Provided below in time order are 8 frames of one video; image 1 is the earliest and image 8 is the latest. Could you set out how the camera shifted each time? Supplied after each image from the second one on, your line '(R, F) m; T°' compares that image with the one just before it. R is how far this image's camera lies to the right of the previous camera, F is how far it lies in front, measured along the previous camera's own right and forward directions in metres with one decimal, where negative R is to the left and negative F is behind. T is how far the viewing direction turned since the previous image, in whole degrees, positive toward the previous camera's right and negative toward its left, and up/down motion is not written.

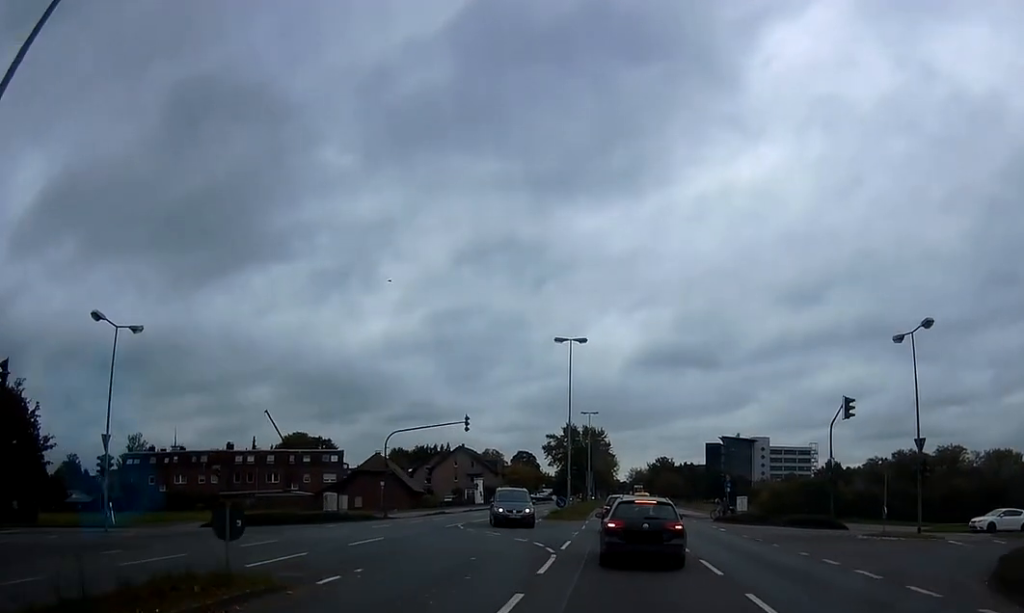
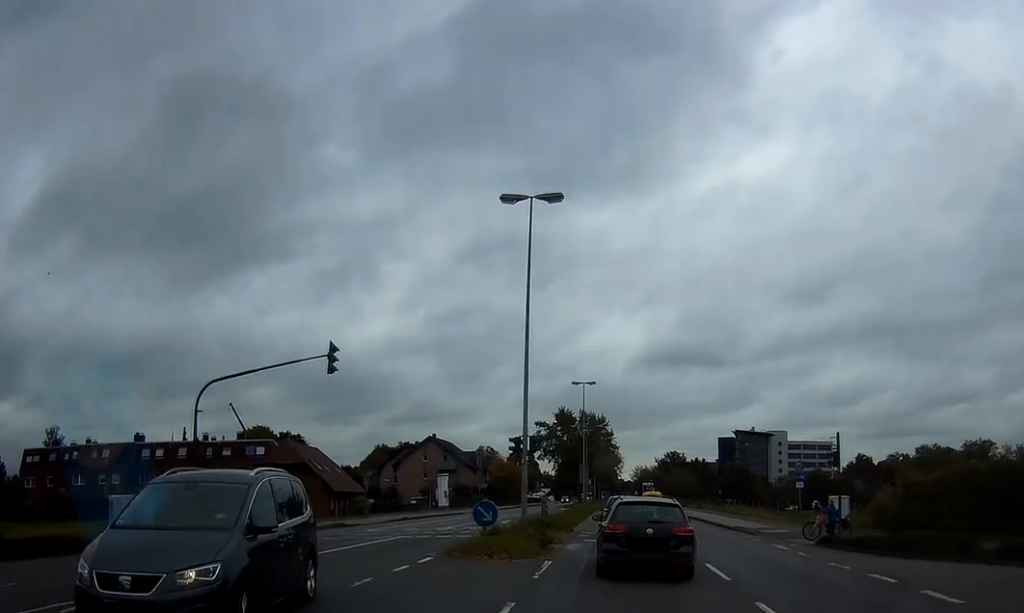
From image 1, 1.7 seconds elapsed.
(-0.5, +25.5) m; 0°
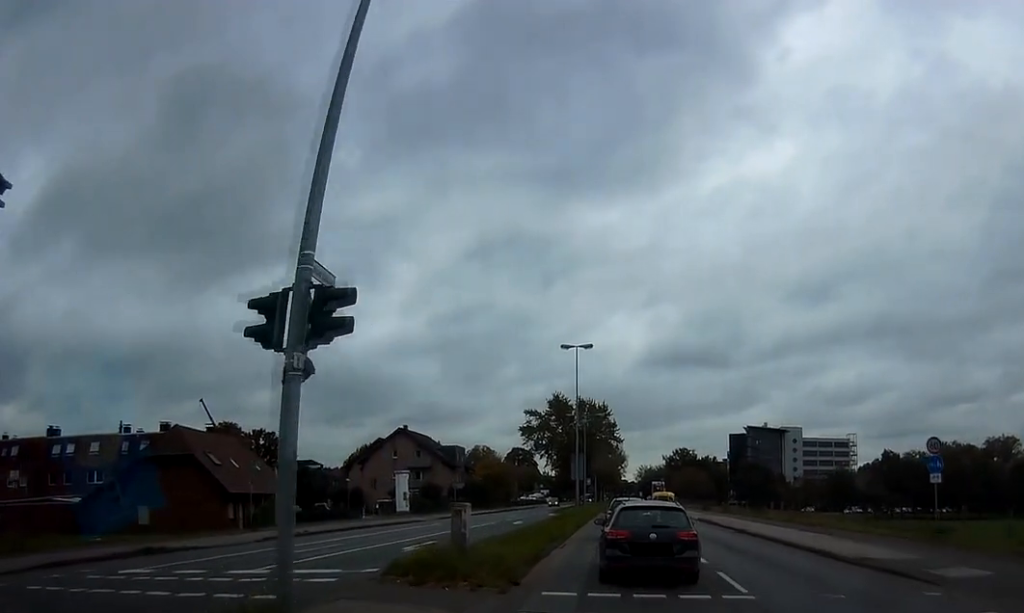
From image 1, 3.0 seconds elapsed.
(+0.6, +20.5) m; +2°
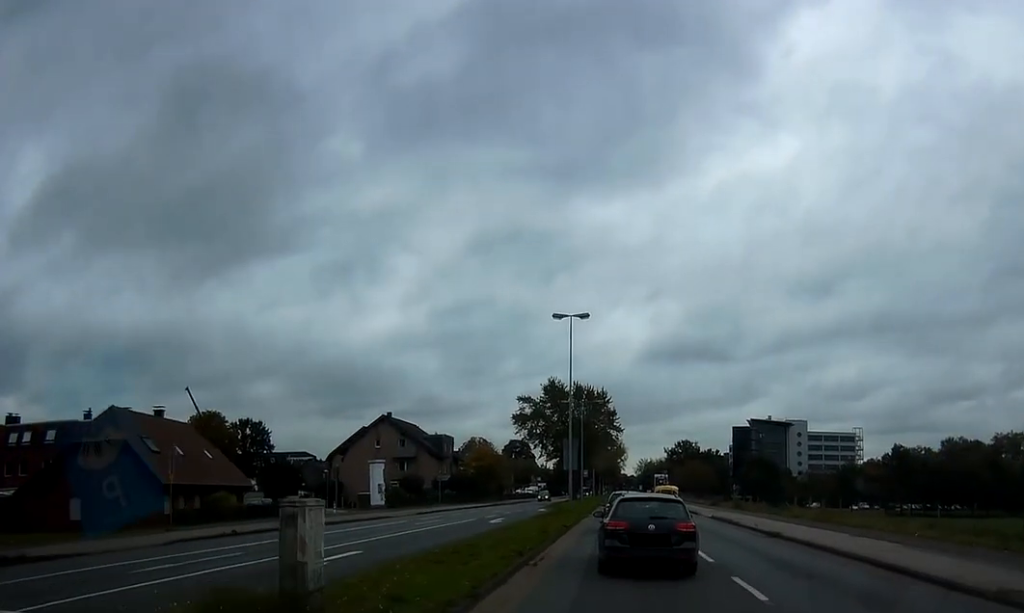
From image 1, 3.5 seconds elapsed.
(+0.1, +8.3) m; 0°
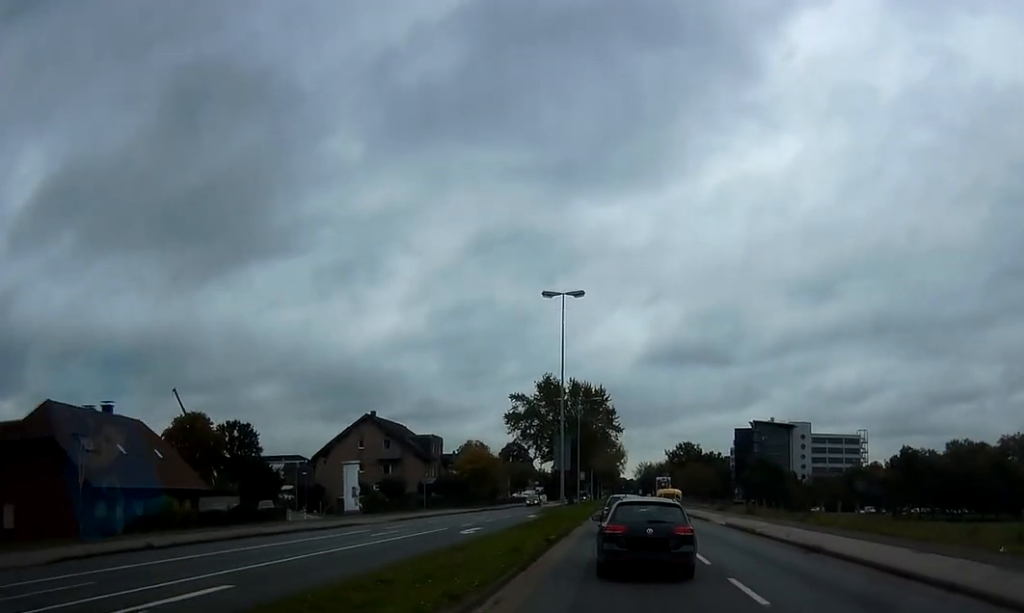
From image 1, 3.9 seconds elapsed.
(0.0, +6.8) m; 0°
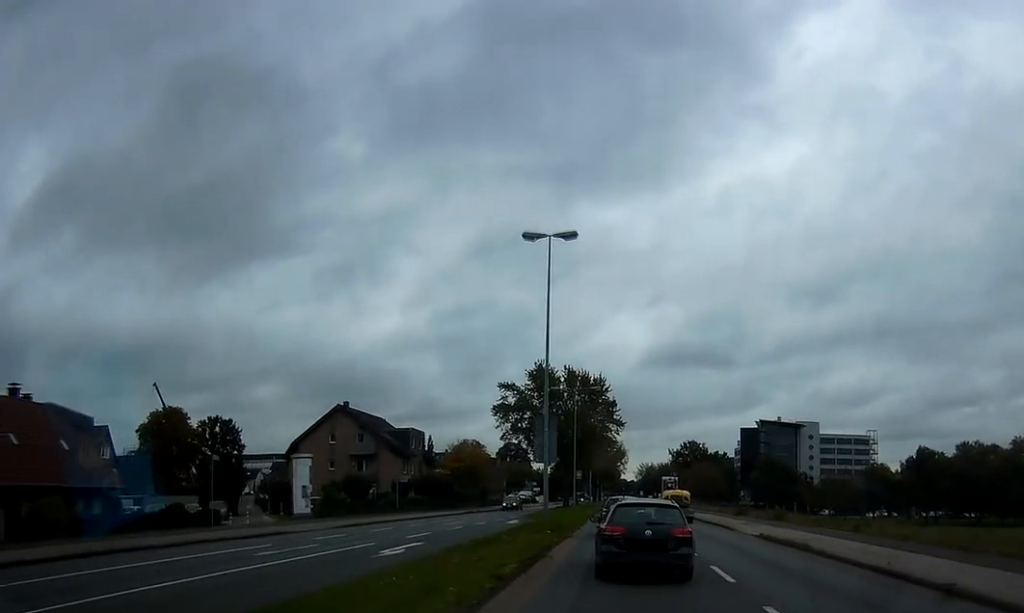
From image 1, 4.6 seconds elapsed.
(0.0, +10.4) m; 0°
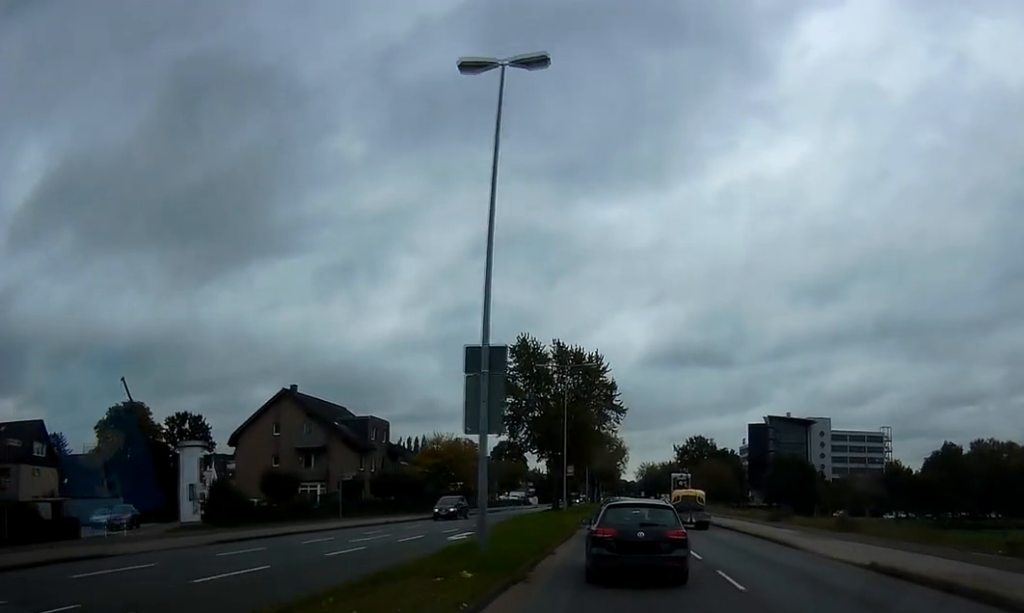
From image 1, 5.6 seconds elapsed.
(0.0, +14.1) m; 0°
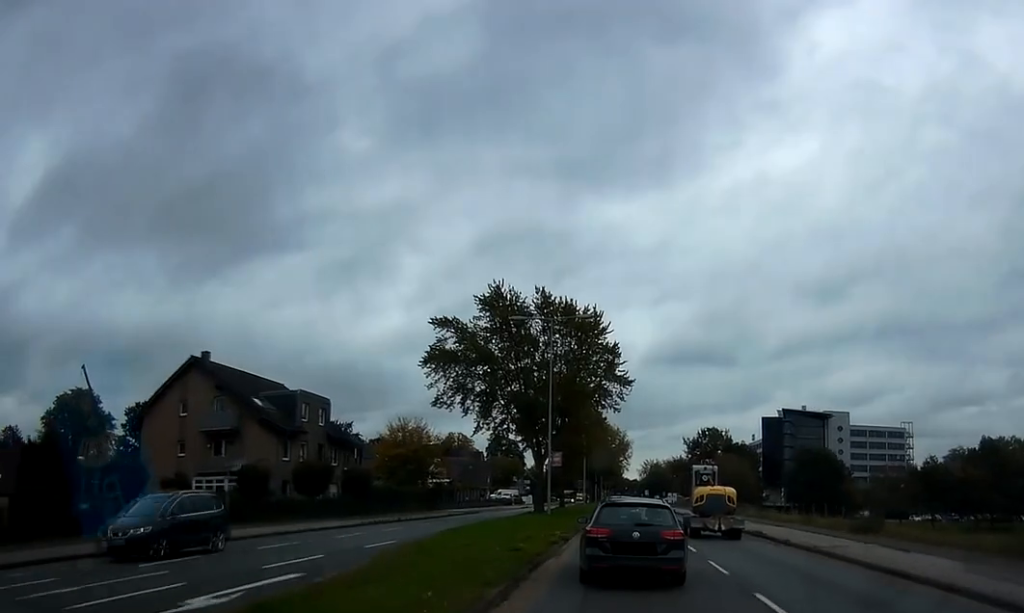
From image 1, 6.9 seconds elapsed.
(-0.3, +15.0) m; -7°
